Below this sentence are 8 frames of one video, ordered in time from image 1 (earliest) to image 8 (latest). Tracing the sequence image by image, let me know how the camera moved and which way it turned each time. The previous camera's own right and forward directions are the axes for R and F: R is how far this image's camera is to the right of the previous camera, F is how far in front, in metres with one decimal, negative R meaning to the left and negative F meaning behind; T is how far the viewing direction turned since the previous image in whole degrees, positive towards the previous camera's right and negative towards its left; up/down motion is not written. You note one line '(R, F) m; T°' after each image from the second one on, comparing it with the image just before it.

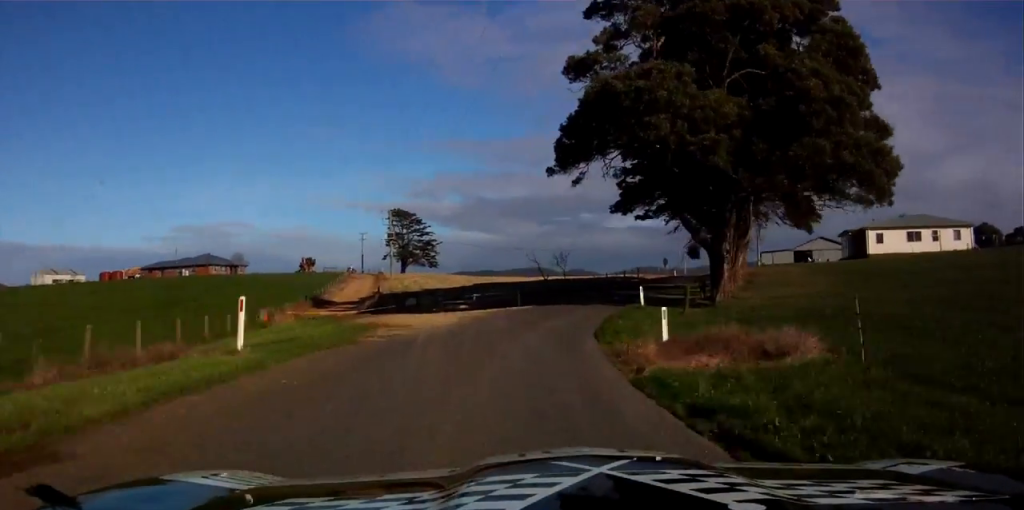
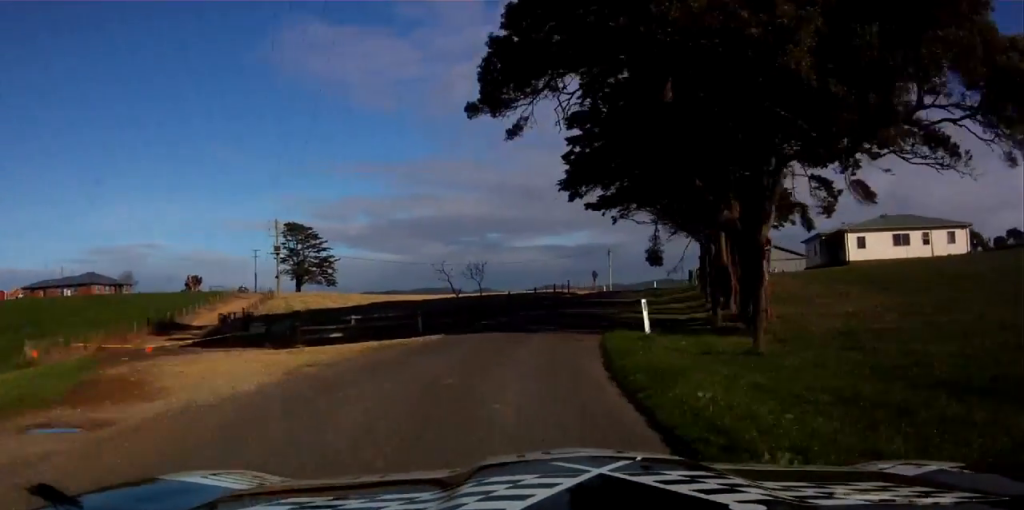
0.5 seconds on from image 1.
(+1.6, +16.5) m; +5°
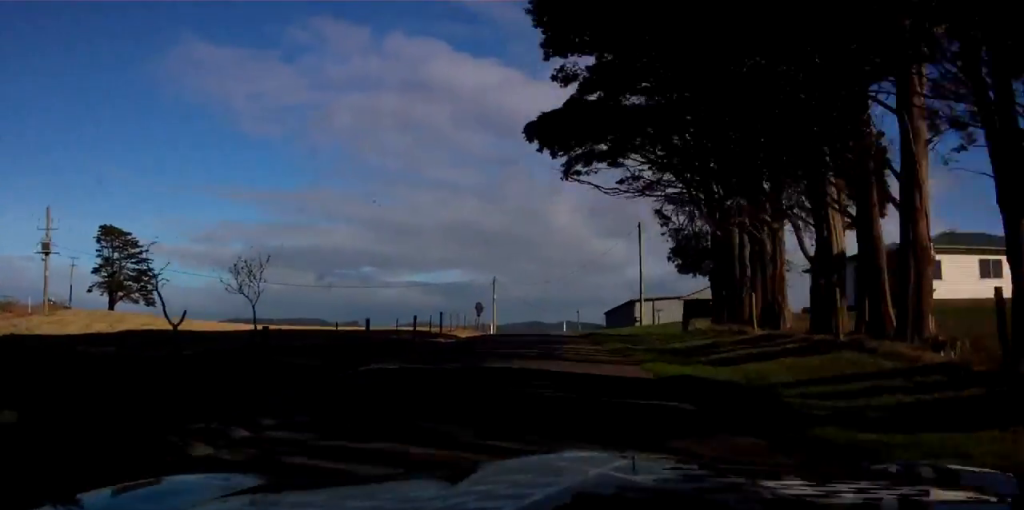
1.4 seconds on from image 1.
(+2.7, +32.1) m; +7°
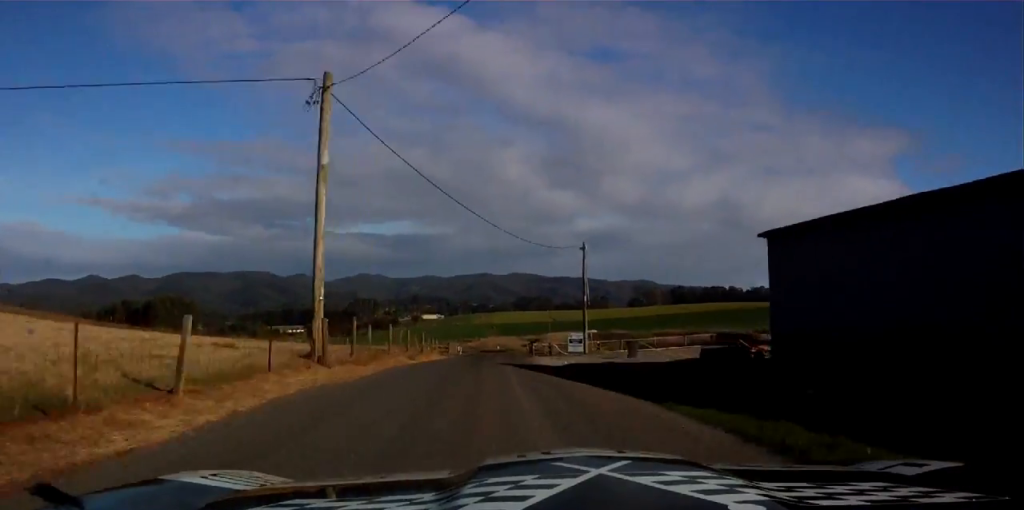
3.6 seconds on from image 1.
(+3.4, +78.3) m; +4°
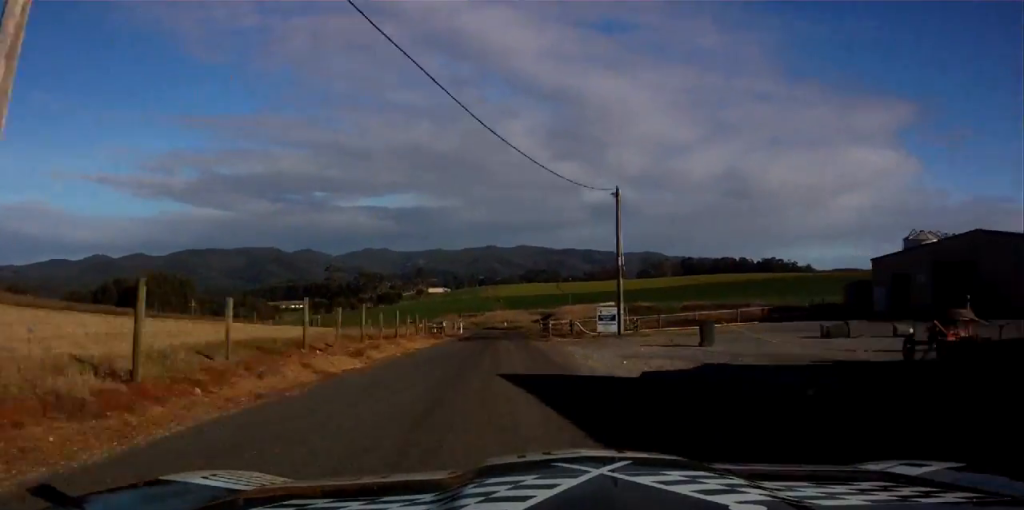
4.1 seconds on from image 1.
(0.0, +15.9) m; 0°
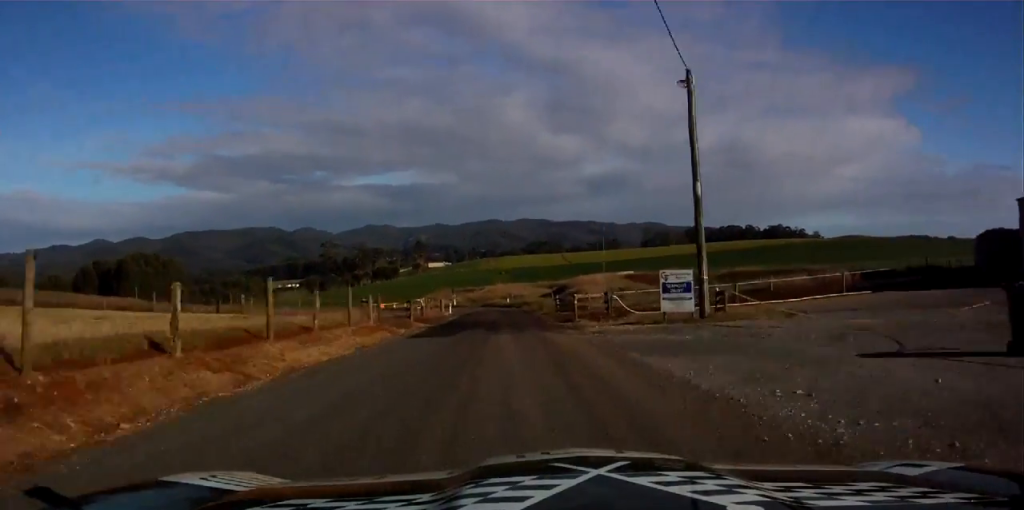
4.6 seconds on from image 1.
(+0.1, +18.6) m; 0°
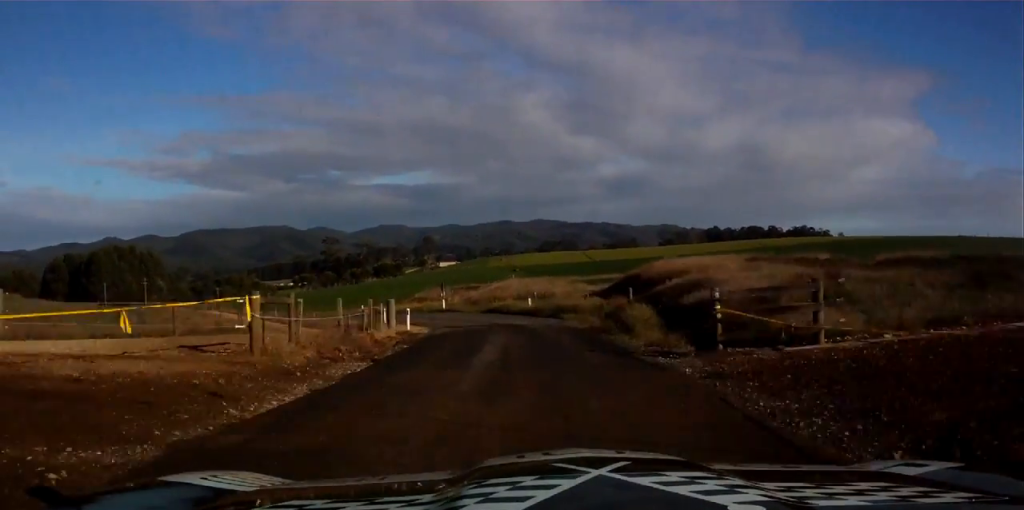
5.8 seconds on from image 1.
(-0.1, +35.6) m; -6°
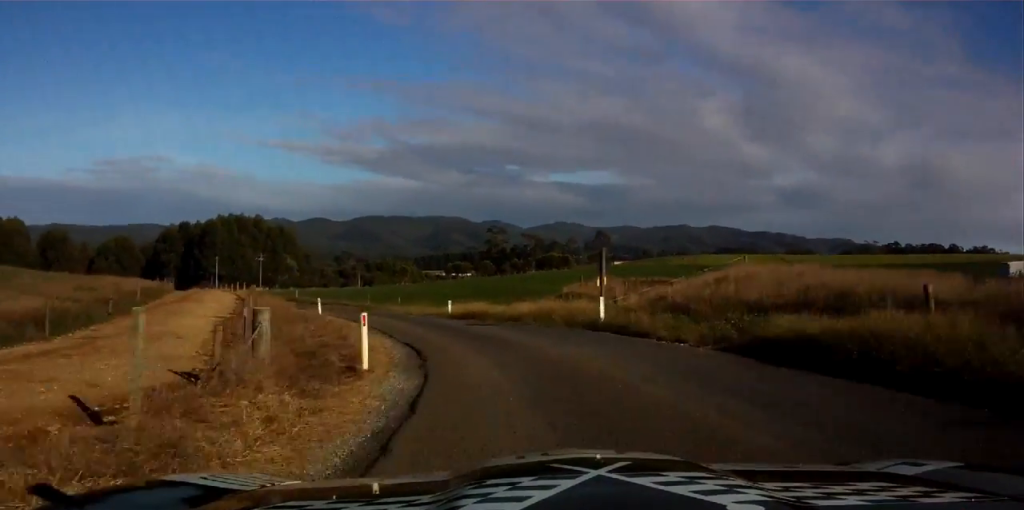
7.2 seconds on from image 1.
(-4.9, +41.9) m; -11°
